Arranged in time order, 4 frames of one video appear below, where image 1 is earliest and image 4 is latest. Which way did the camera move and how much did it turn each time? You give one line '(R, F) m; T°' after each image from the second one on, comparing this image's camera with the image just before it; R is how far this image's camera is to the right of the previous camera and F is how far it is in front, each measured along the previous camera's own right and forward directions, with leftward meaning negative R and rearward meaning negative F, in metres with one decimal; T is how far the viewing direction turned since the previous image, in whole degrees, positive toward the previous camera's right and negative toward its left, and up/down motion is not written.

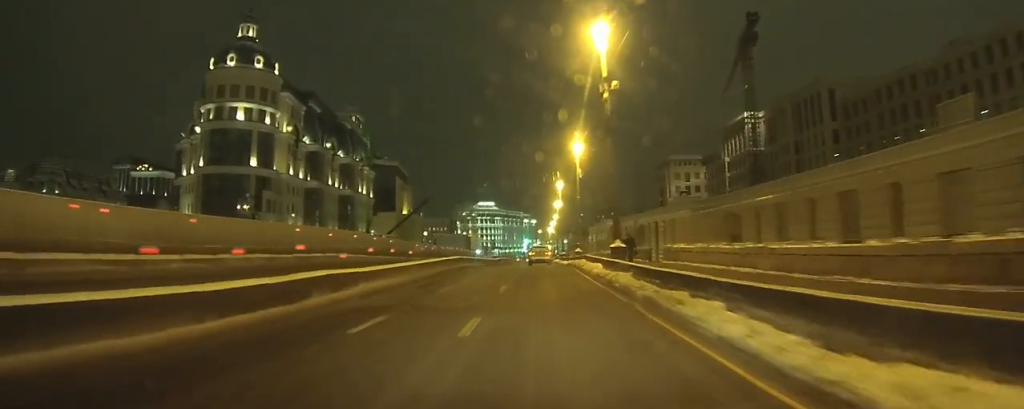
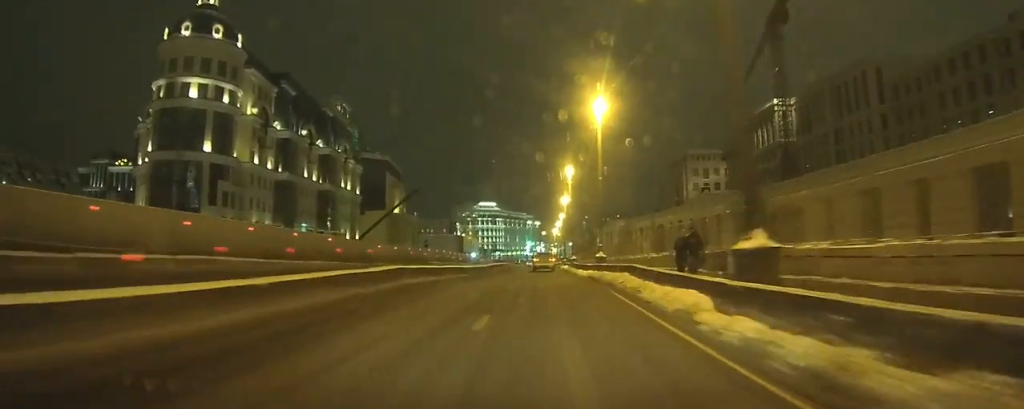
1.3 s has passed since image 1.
(0.0, +12.1) m; -1°
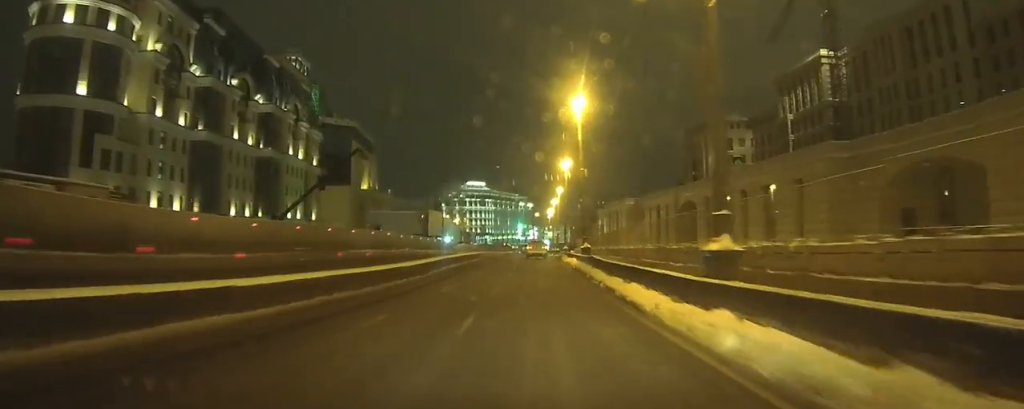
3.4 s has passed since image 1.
(-0.3, +18.5) m; -2°
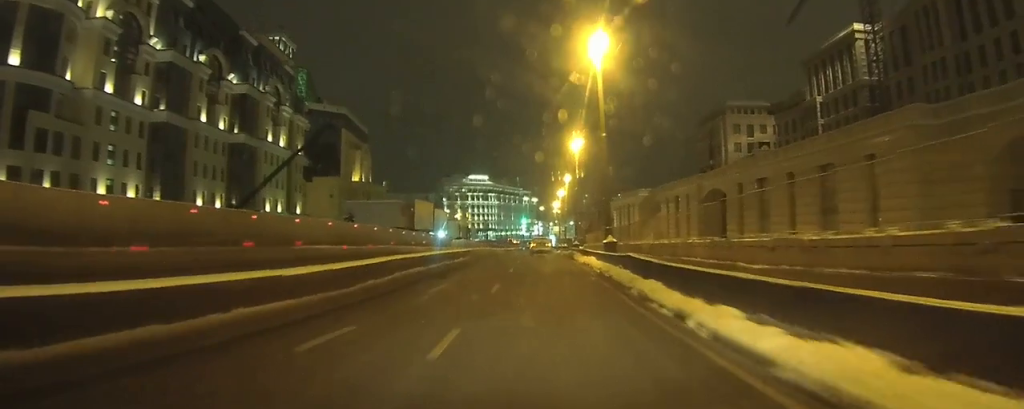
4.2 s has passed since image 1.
(-0.1, +9.3) m; 0°
